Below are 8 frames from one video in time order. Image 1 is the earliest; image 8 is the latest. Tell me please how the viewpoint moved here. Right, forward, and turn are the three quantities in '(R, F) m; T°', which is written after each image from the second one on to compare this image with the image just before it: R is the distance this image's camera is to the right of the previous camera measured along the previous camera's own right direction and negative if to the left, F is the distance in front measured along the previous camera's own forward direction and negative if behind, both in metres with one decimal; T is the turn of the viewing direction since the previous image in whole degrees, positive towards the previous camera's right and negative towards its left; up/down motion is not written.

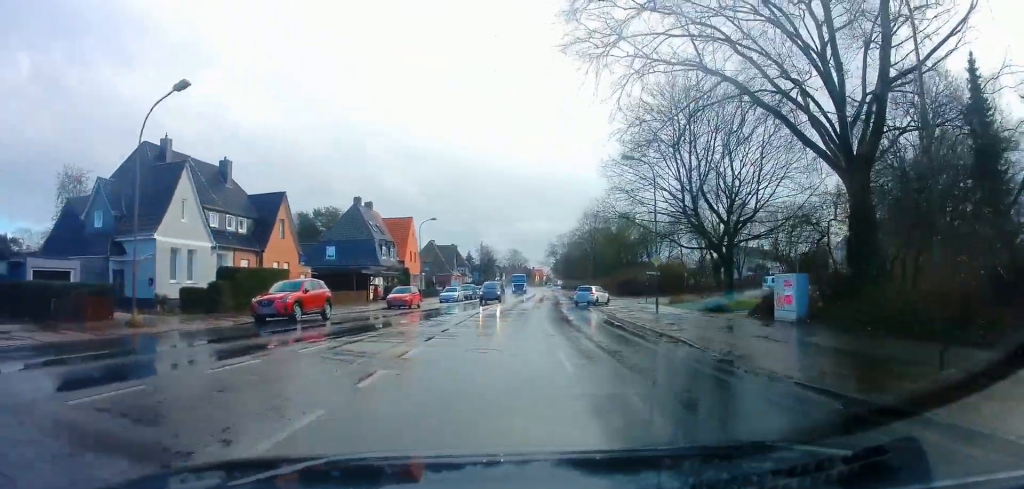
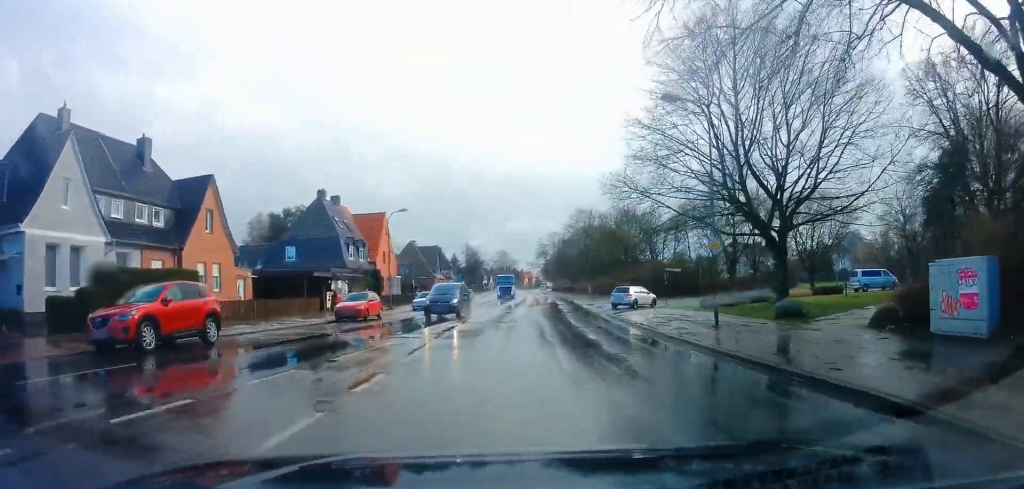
(+0.4, +9.0) m; +2°
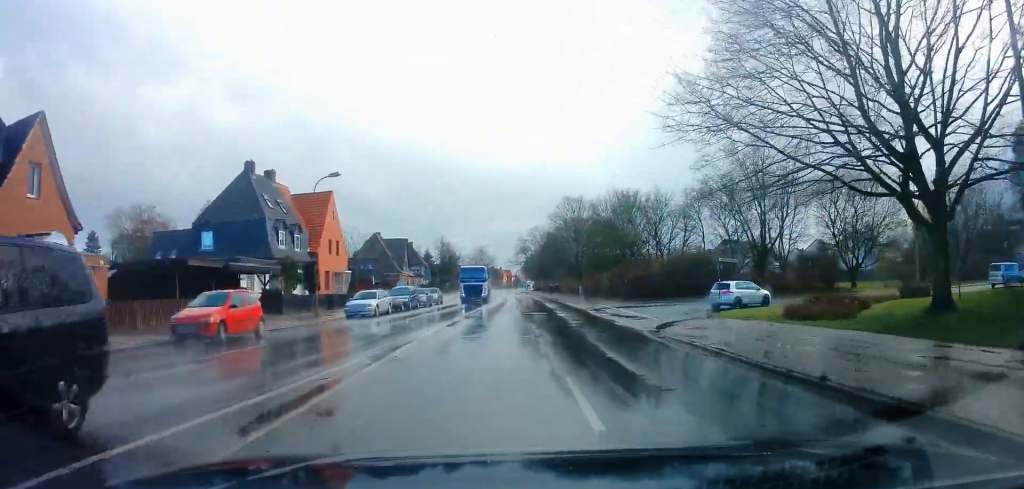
(+0.1, +12.9) m; +1°
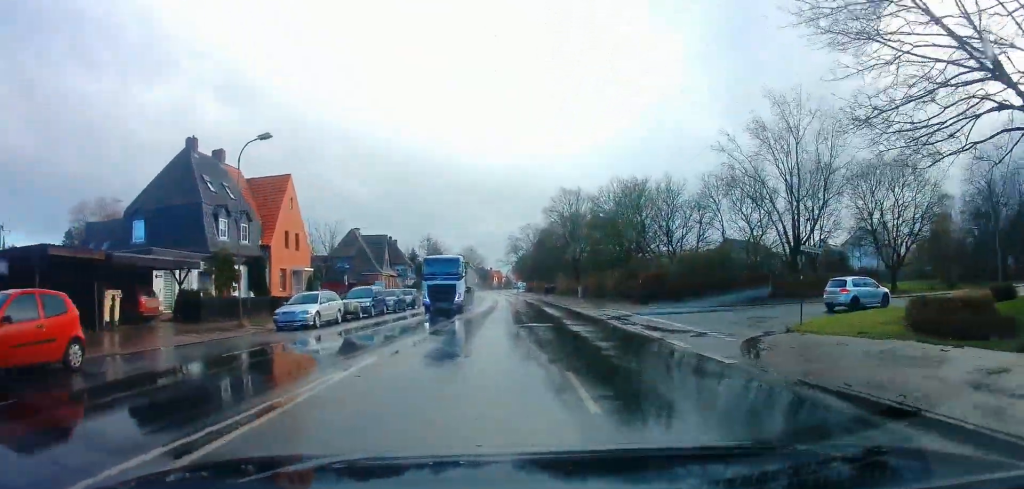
(+0.1, +8.3) m; 0°
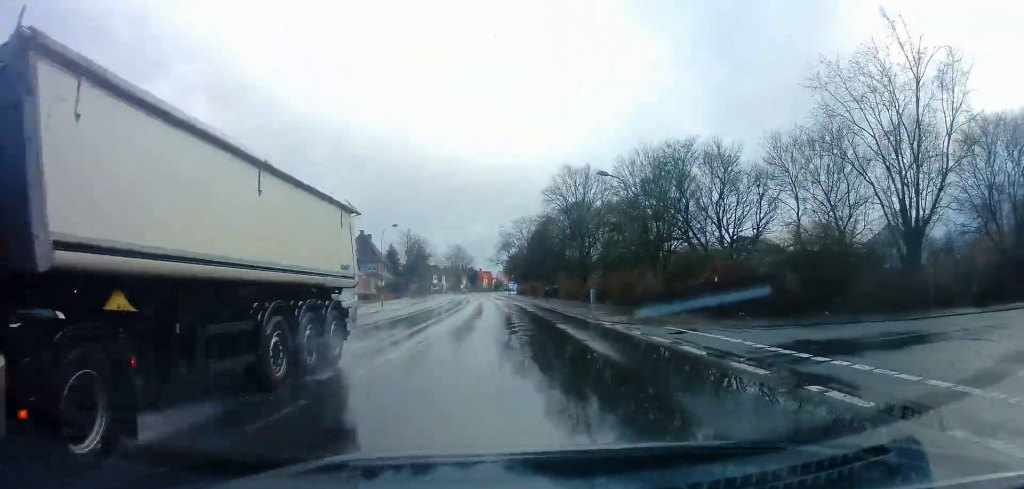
(-0.1, +16.6) m; 0°
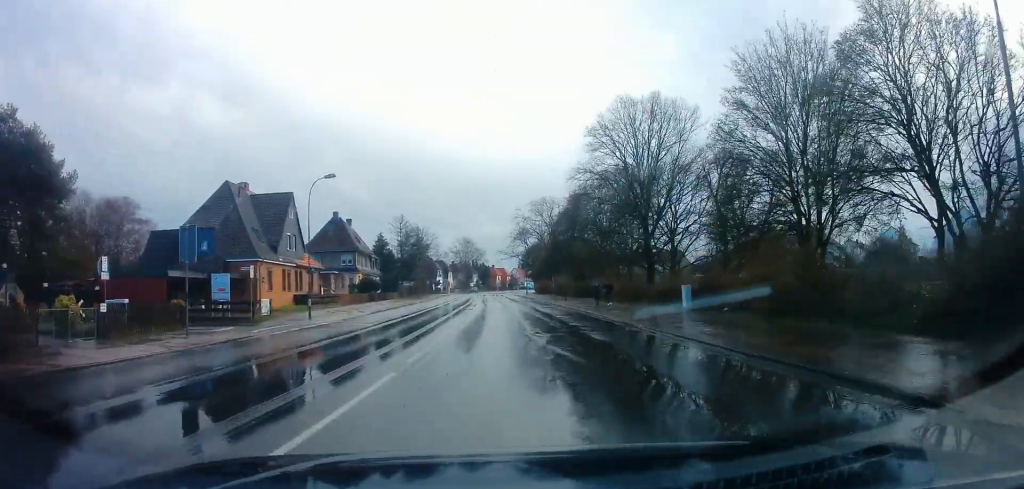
(+0.3, +24.2) m; 0°
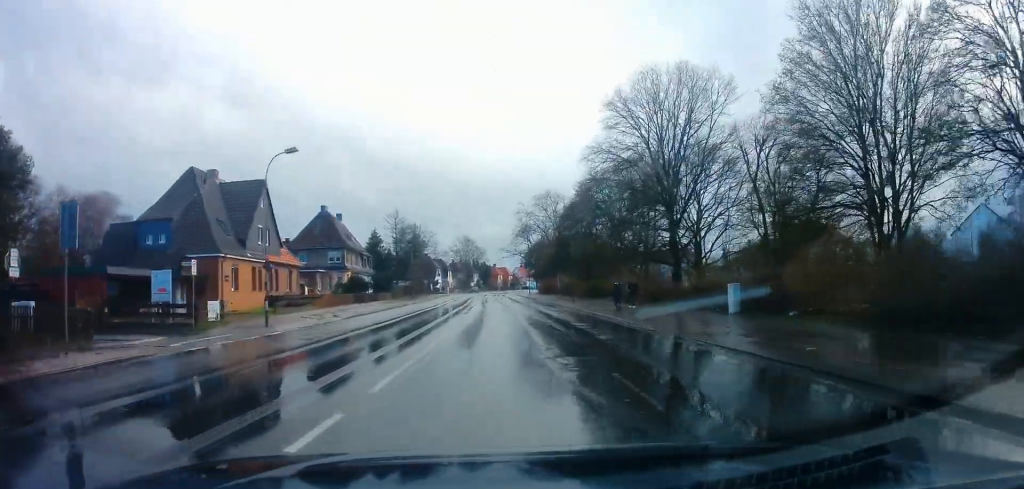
(0.0, +6.1) m; -1°
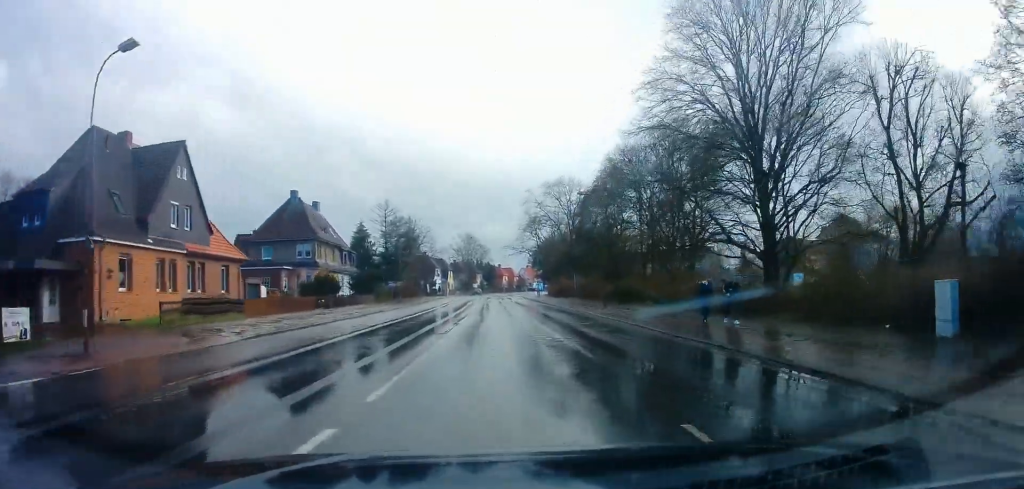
(-0.1, +12.6) m; -2°
